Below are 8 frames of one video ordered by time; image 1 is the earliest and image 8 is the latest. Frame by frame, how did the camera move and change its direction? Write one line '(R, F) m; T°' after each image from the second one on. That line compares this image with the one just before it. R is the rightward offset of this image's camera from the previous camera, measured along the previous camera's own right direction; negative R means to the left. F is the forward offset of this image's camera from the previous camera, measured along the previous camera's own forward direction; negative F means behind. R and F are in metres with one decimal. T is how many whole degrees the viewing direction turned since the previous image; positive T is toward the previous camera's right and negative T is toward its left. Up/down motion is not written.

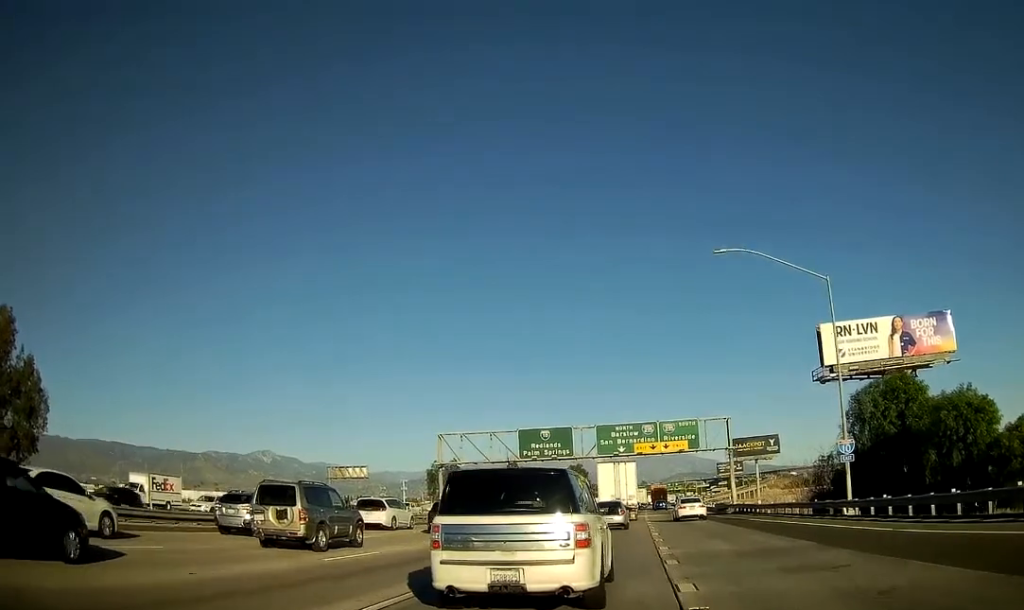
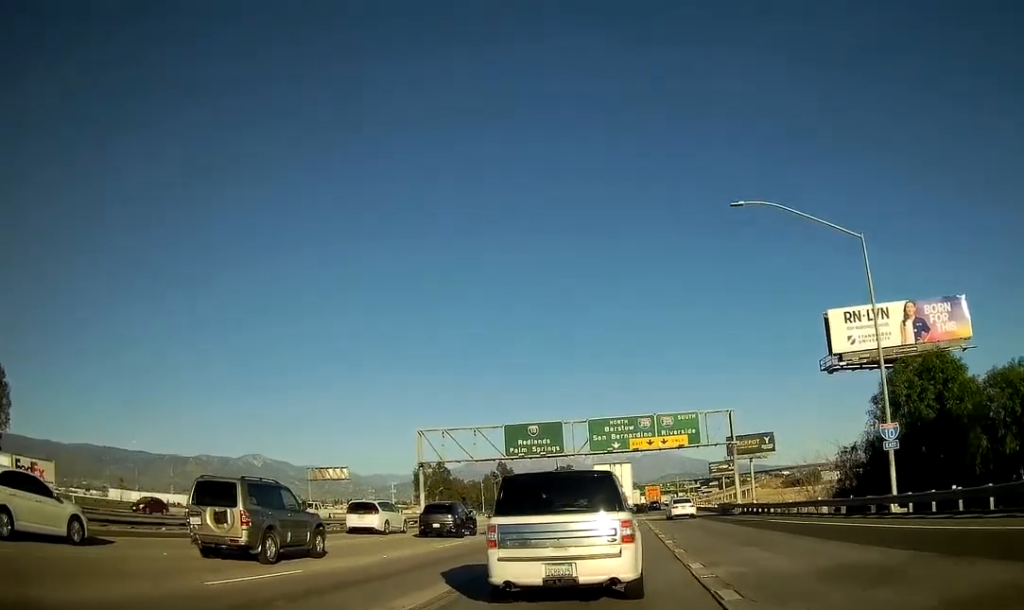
(0.0, +5.4) m; -1°
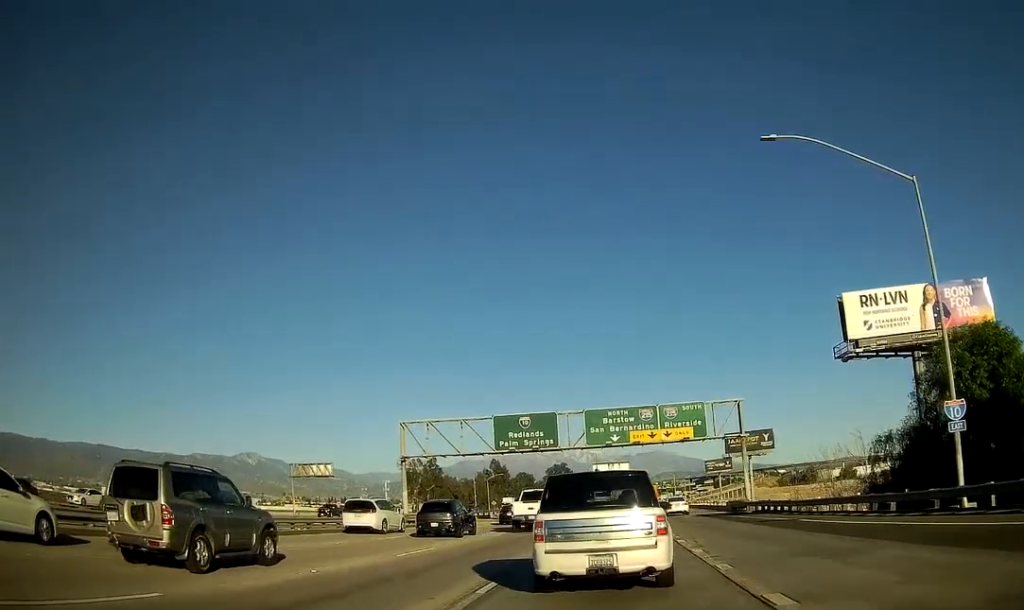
(0.0, +5.8) m; -2°
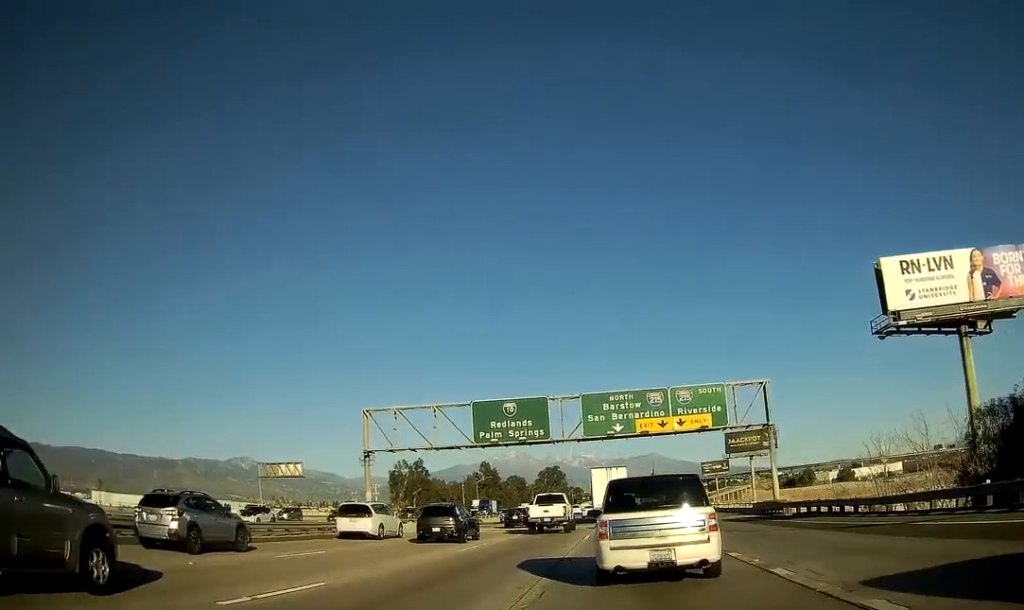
(-0.4, +10.7) m; -1°
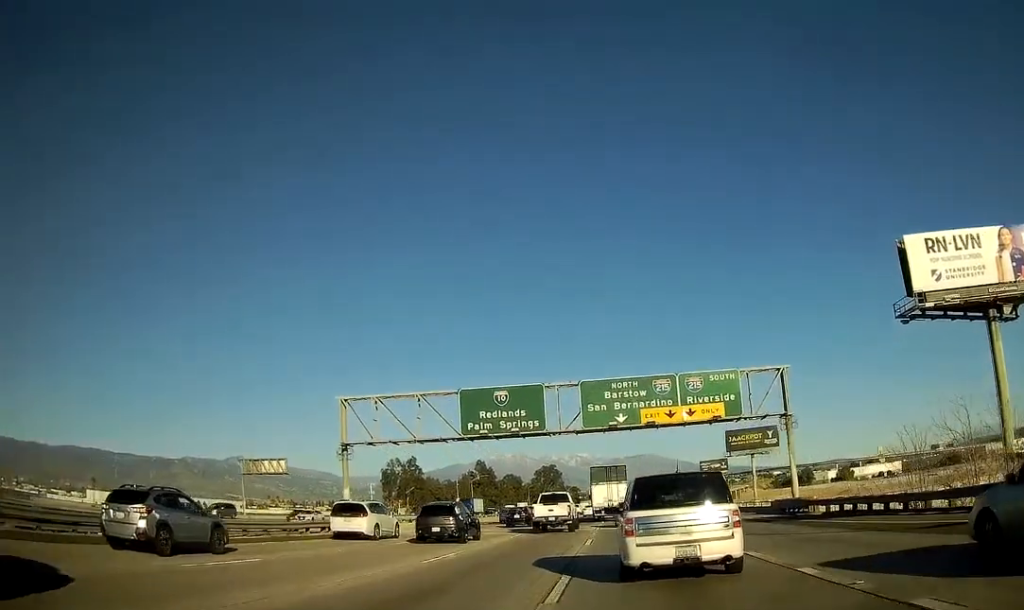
(0.0, +5.1) m; +1°
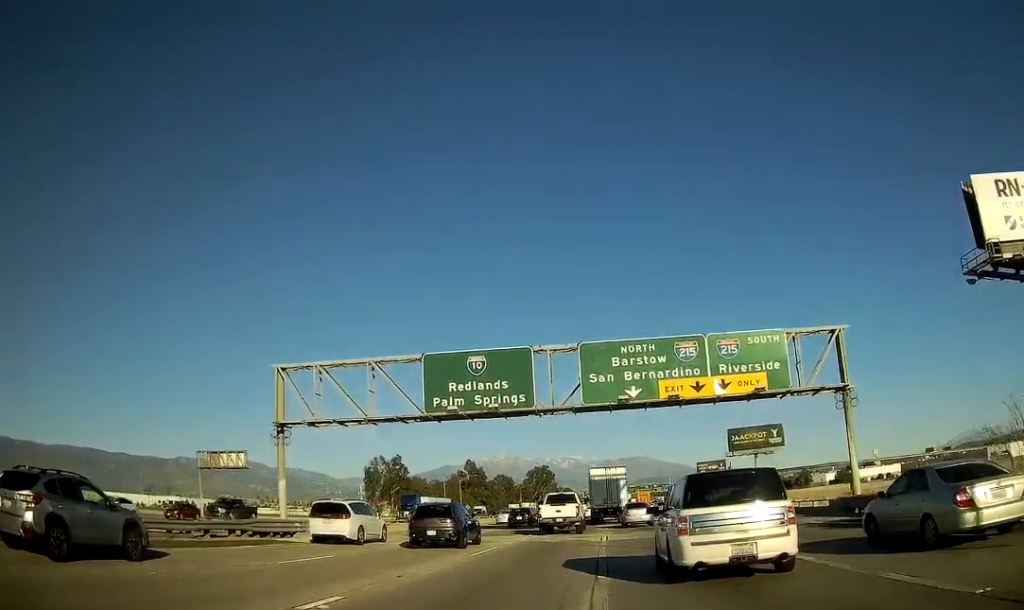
(+0.2, +10.7) m; +1°
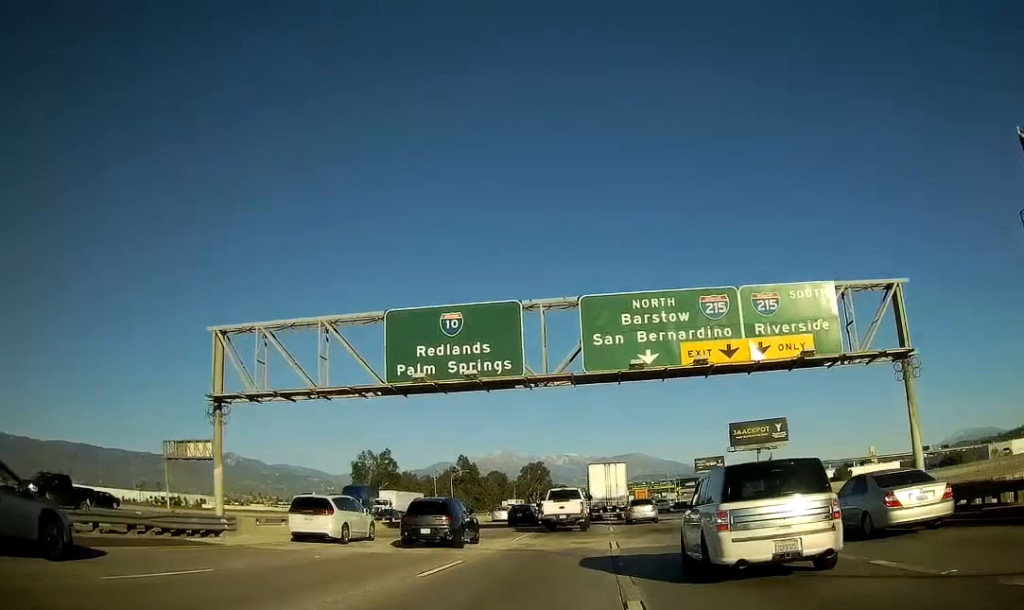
(-0.1, +6.8) m; -1°
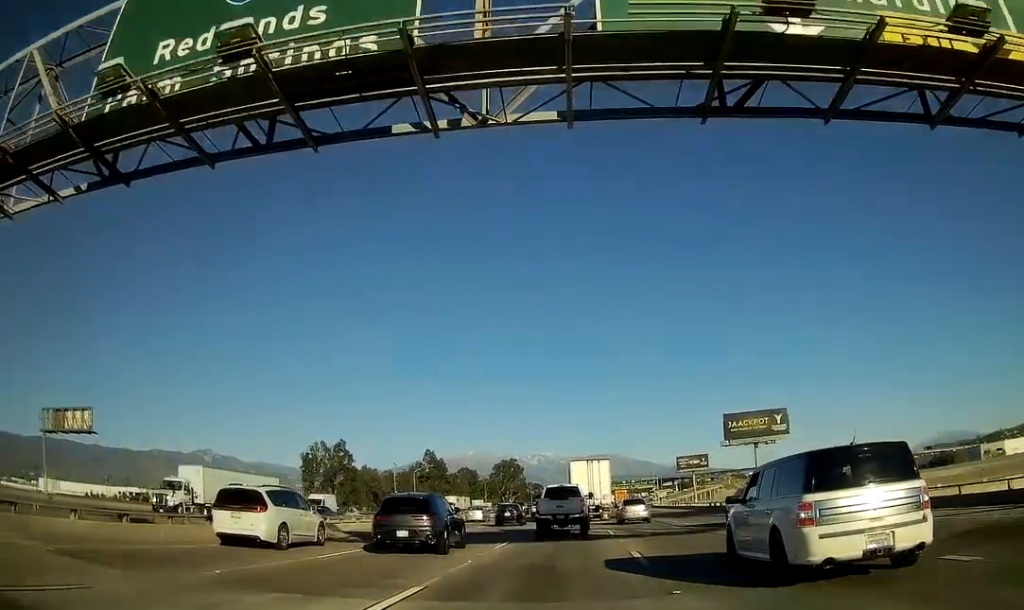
(+0.1, +20.8) m; +1°
